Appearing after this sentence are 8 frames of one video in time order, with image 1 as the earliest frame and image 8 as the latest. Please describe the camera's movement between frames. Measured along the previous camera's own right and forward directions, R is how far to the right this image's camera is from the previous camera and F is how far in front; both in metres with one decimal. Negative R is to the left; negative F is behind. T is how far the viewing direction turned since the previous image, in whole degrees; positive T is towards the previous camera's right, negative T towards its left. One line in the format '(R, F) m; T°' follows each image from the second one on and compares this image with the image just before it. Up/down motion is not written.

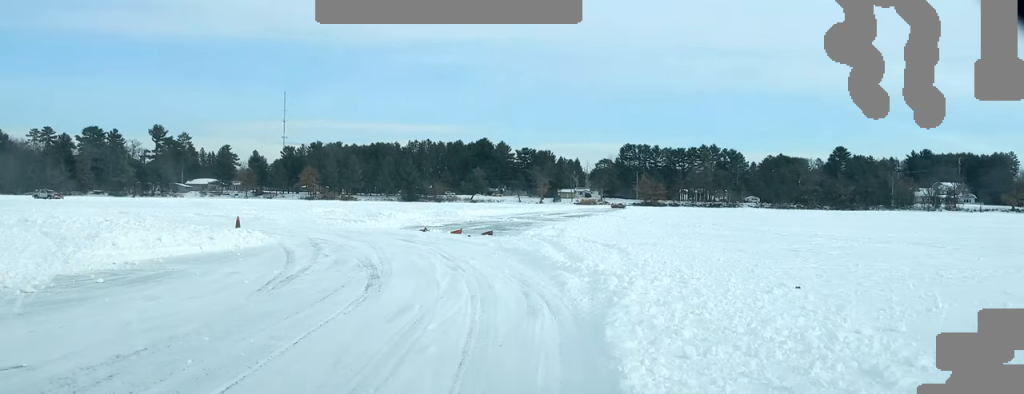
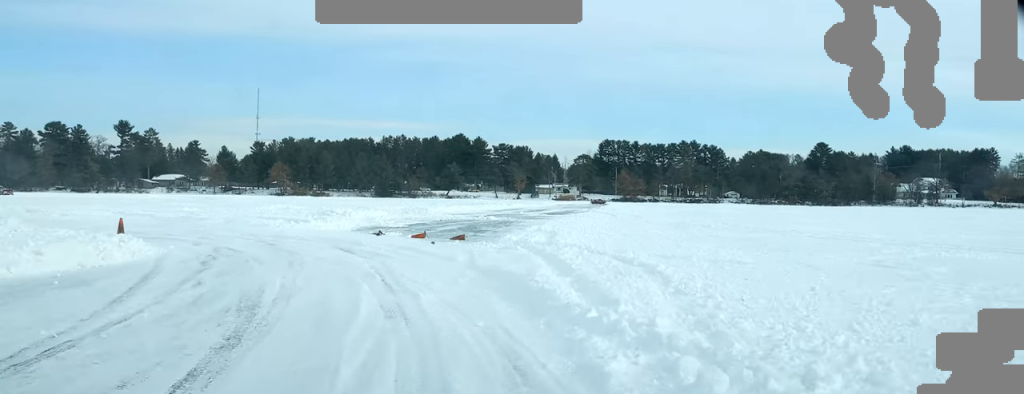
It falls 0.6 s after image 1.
(+0.1, +7.4) m; -1°
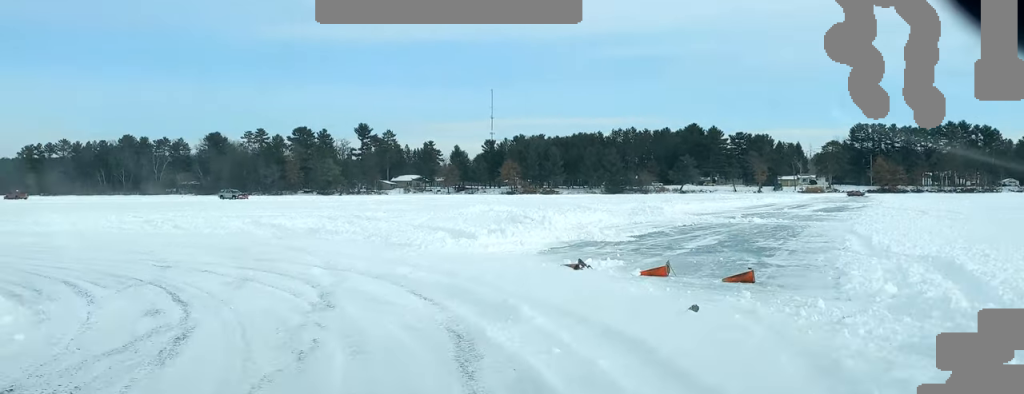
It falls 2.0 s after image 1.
(-1.2, +14.7) m; -15°
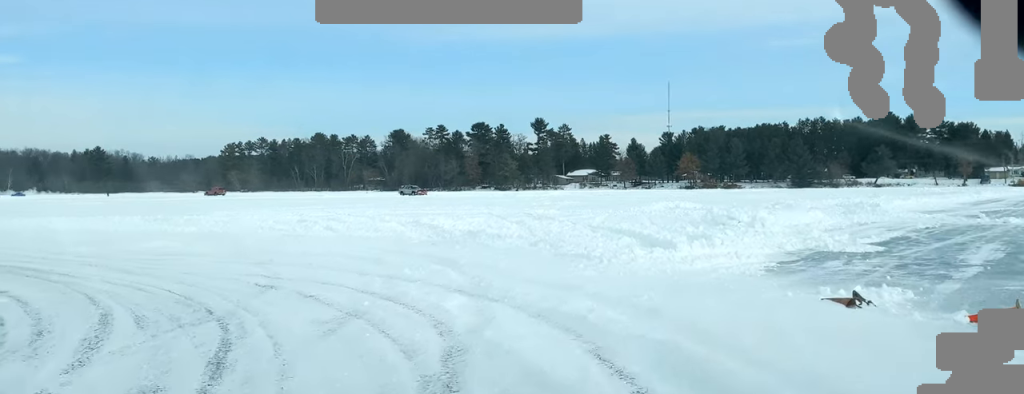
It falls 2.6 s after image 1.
(-0.3, +5.4) m; -10°
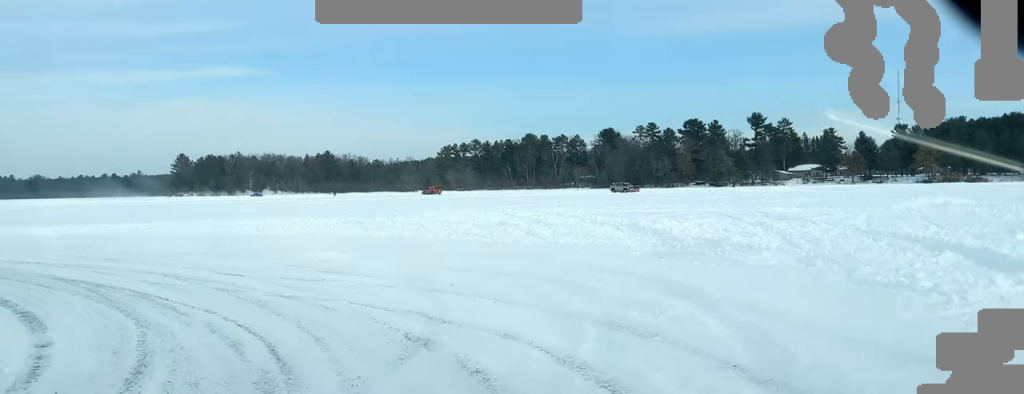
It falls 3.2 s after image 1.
(-0.7, +5.2) m; -12°
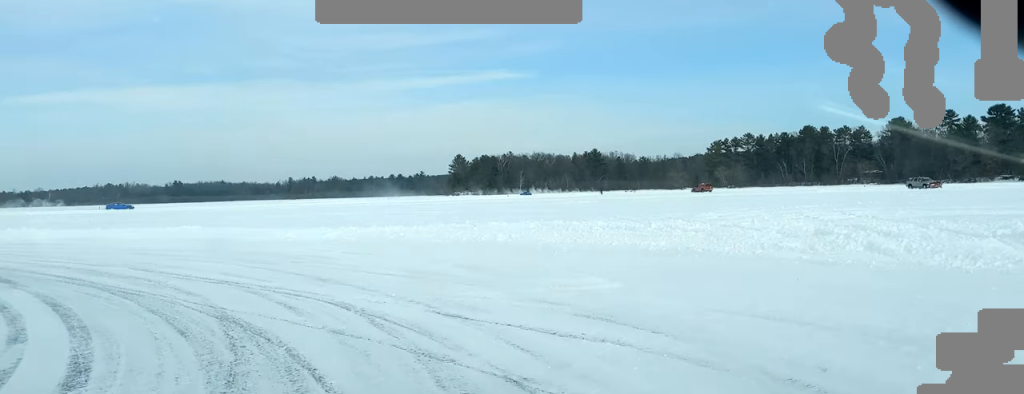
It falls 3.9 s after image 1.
(-0.8, +6.7) m; -16°
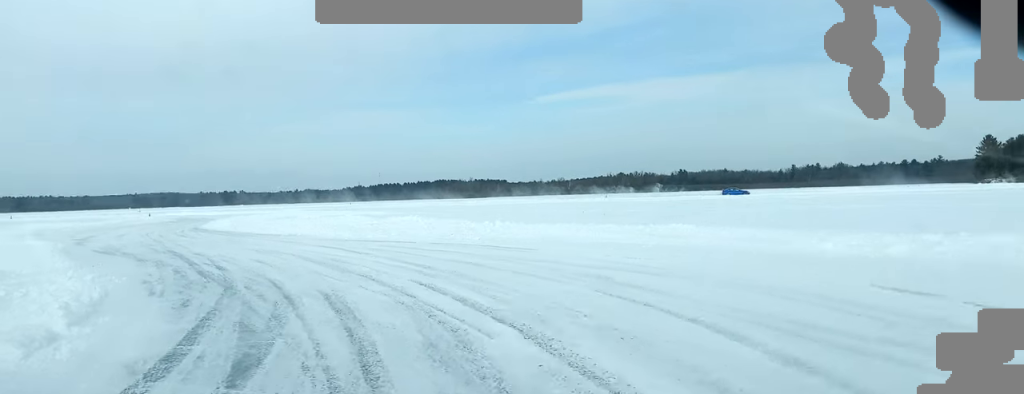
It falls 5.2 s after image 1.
(-3.0, +11.9) m; -24°
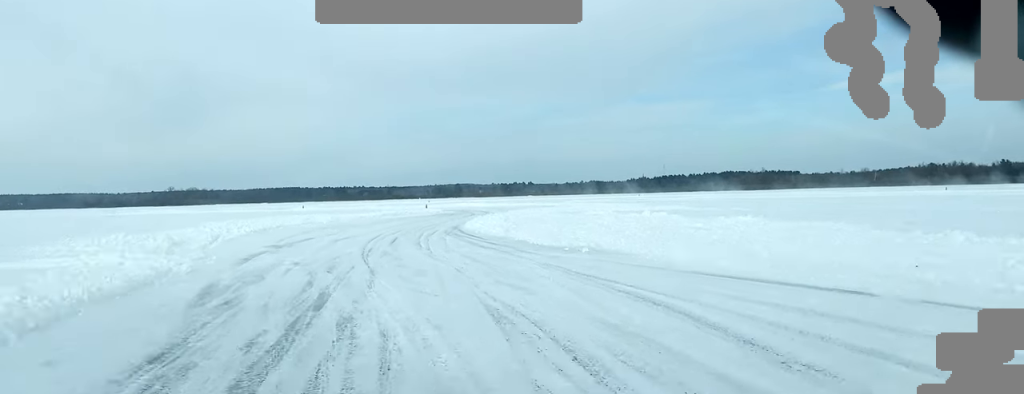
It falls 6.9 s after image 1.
(-3.6, +17.3) m; -21°
